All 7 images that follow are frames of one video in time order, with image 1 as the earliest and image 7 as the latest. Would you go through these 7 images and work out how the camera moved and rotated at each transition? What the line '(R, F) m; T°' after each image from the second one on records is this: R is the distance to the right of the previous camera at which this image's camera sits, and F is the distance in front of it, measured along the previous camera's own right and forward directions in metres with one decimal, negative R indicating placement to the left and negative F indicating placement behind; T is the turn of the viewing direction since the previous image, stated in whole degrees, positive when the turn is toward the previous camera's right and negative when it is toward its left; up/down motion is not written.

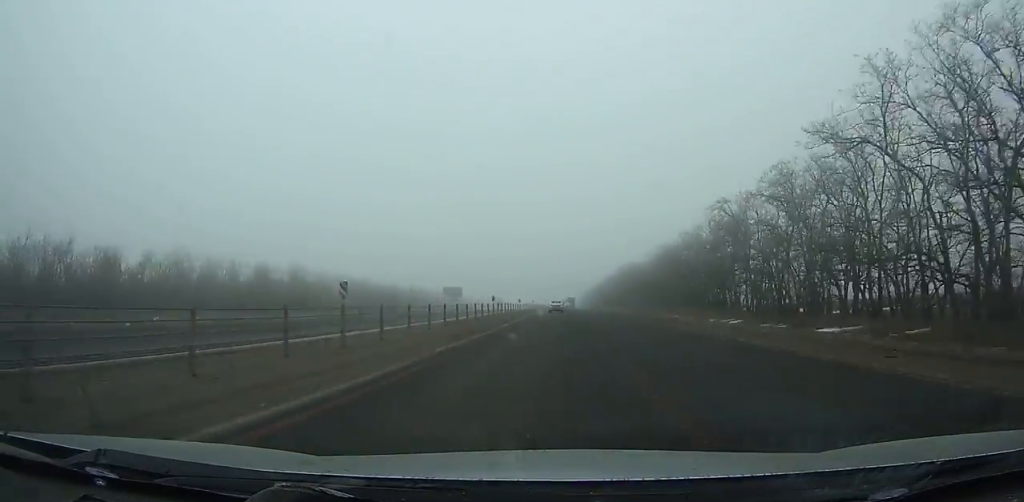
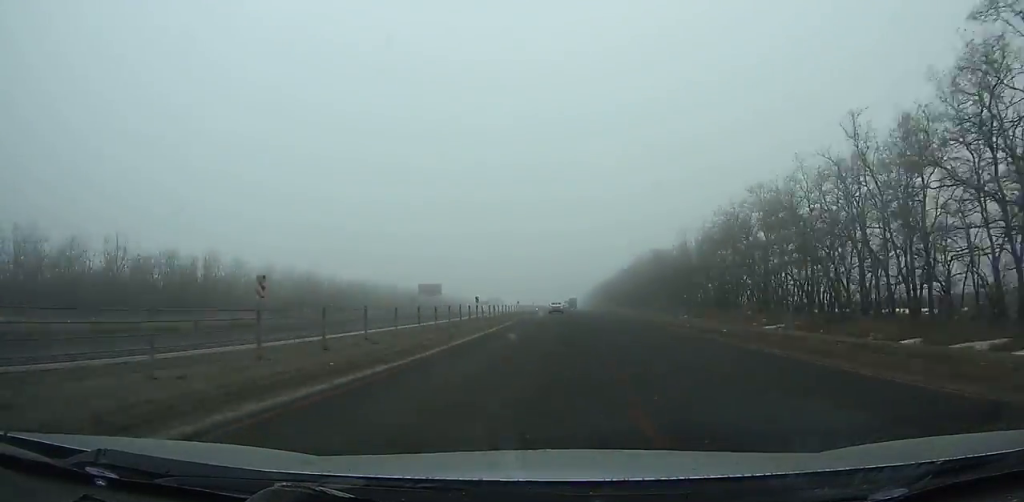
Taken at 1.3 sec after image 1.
(-0.1, +34.3) m; 0°
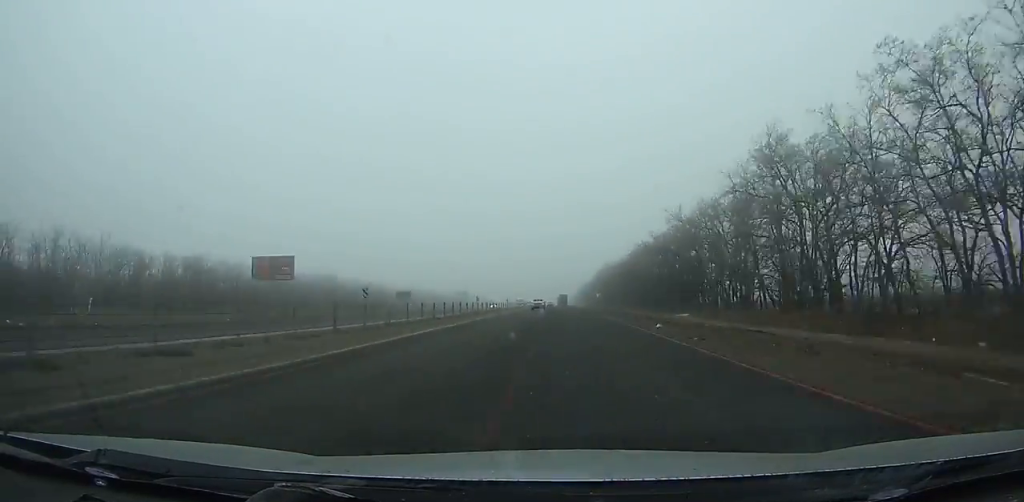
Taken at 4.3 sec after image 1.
(+0.8, +78.9) m; 0°
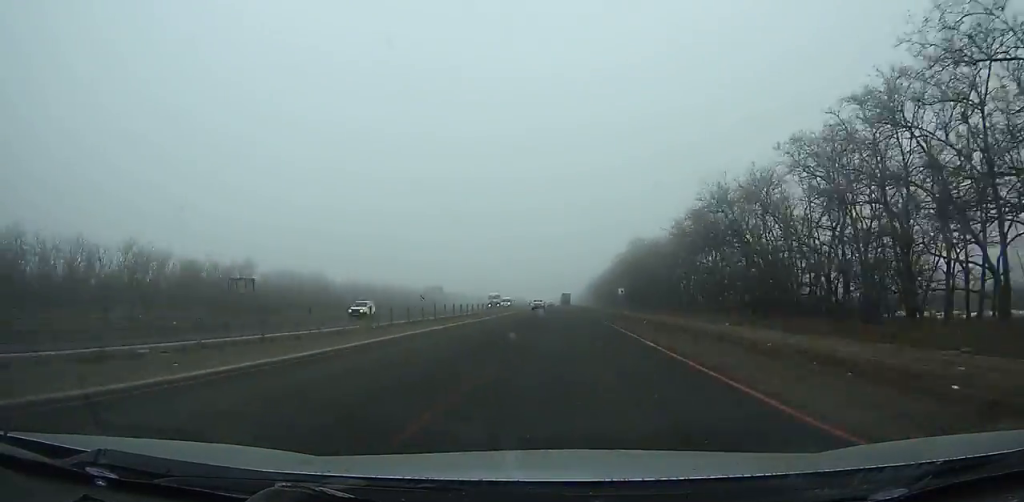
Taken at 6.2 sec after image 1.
(-0.5, +49.4) m; -1°
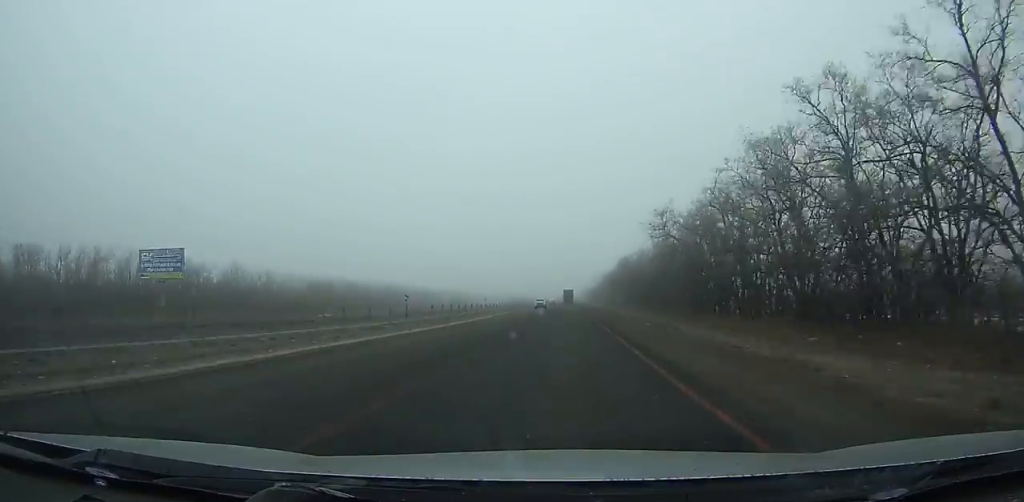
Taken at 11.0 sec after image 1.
(-1.2, +123.7) m; -1°
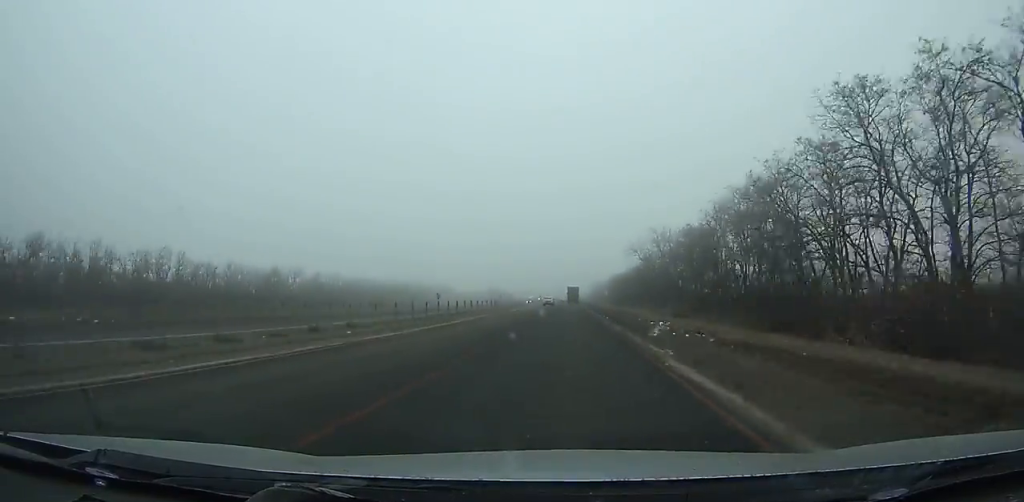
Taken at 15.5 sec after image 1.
(-0.3, +115.5) m; 0°
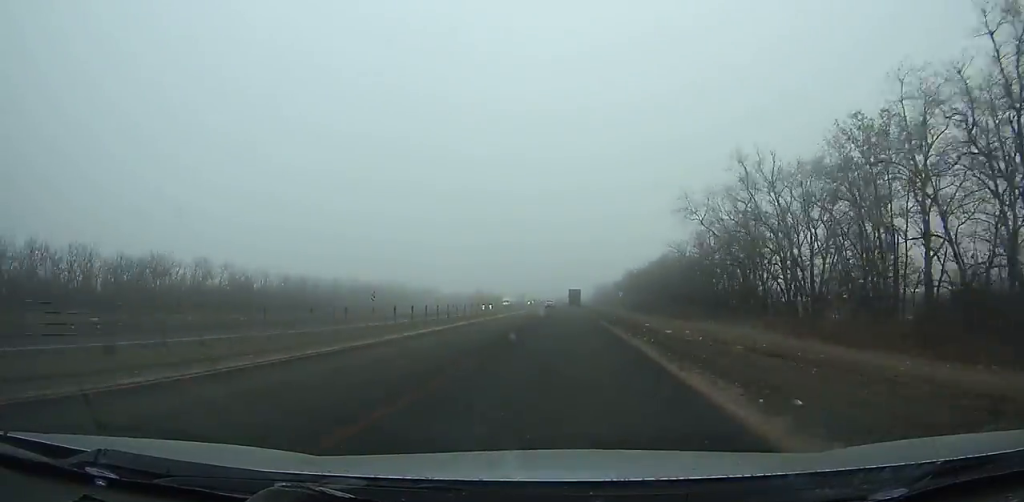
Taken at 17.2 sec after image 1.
(+0.1, +43.8) m; 0°
